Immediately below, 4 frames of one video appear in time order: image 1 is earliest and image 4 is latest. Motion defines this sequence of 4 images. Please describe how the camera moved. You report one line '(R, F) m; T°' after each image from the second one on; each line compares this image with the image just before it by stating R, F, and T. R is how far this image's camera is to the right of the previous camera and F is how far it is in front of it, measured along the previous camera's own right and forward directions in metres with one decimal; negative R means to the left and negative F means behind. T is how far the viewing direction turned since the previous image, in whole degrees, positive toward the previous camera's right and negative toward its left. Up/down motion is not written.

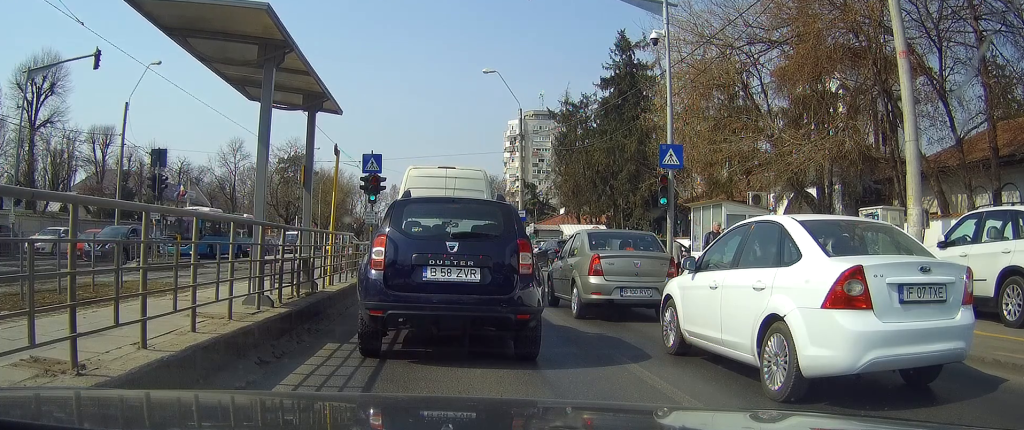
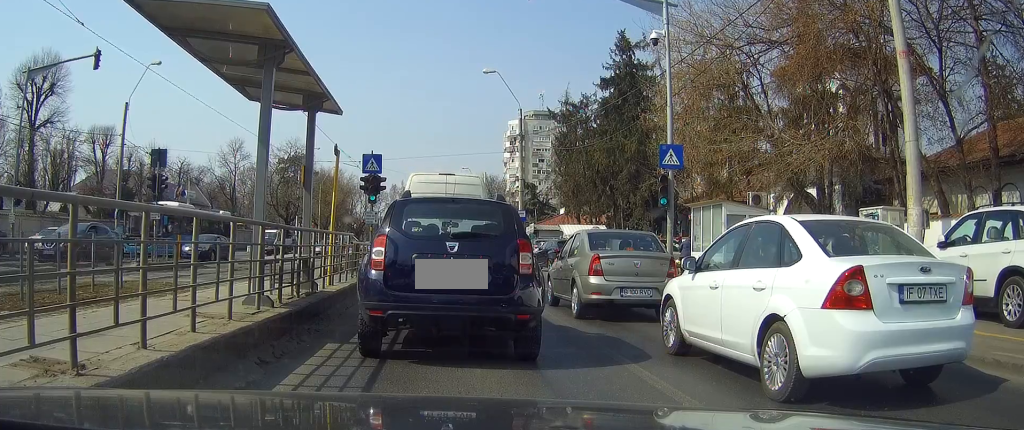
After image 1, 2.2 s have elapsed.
(0.0, +0.2) m; 0°
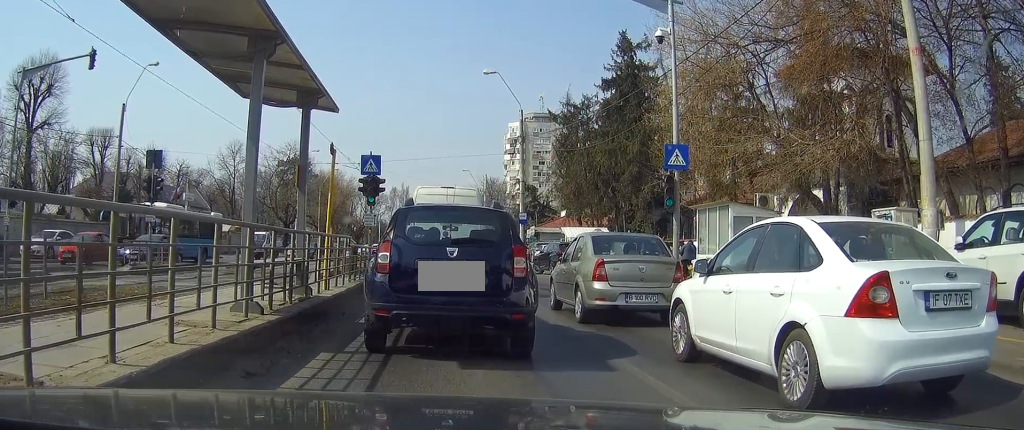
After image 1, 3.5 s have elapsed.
(0.0, +0.6) m; 0°
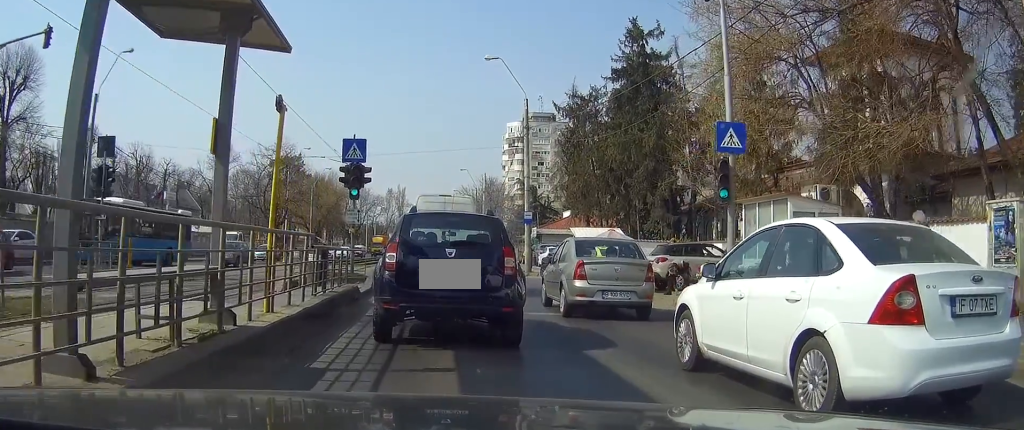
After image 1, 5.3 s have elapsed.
(0.0, +4.2) m; -1°
